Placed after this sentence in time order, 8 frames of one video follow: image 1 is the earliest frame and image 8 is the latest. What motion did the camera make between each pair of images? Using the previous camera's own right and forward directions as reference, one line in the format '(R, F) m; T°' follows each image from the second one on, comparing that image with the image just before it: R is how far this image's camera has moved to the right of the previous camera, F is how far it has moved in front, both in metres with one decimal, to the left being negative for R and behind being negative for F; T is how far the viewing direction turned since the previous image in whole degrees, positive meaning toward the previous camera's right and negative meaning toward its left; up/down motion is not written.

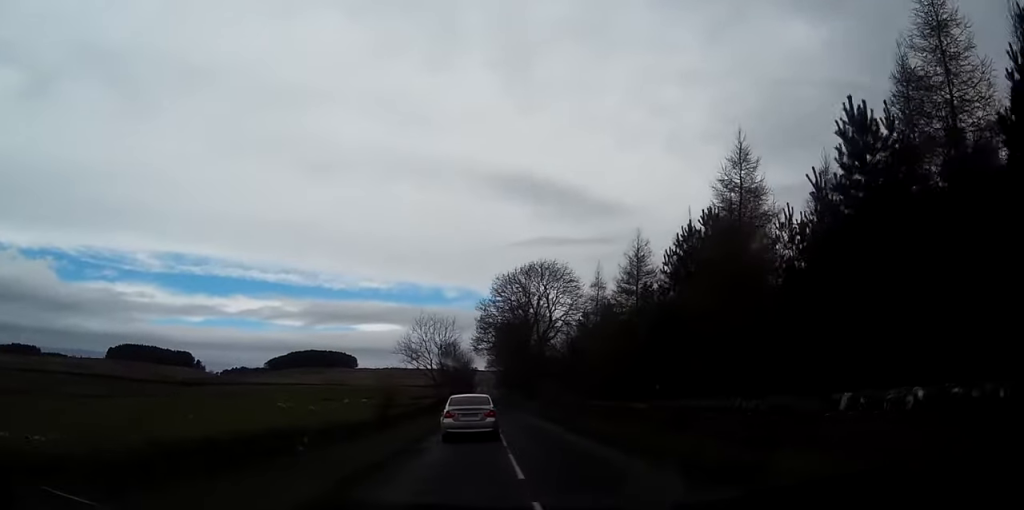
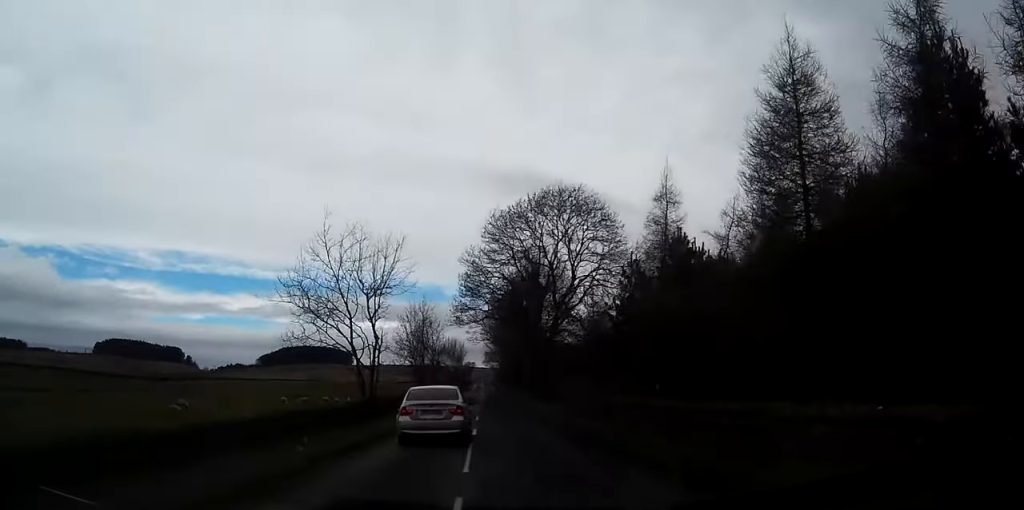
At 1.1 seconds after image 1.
(0.0, +26.0) m; -1°
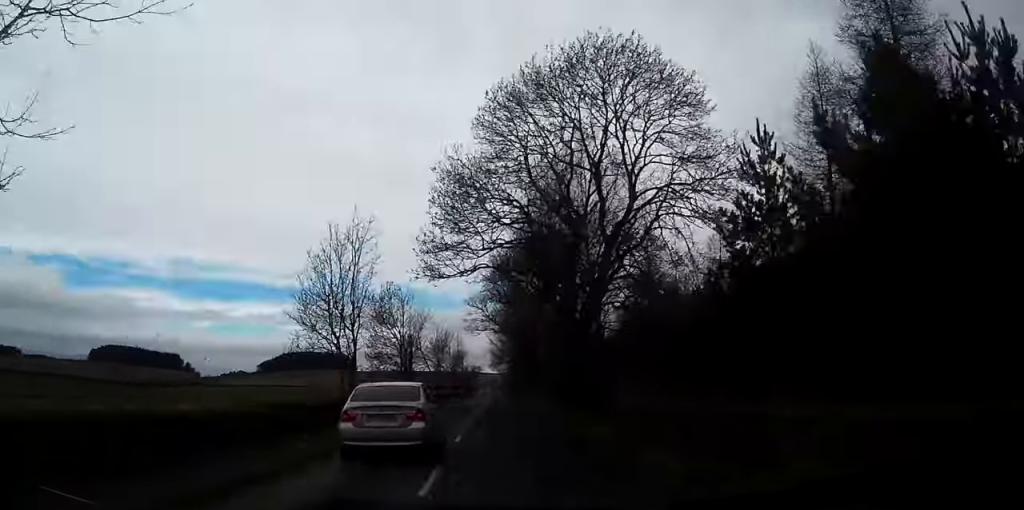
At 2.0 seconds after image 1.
(-0.1, +21.4) m; -1°
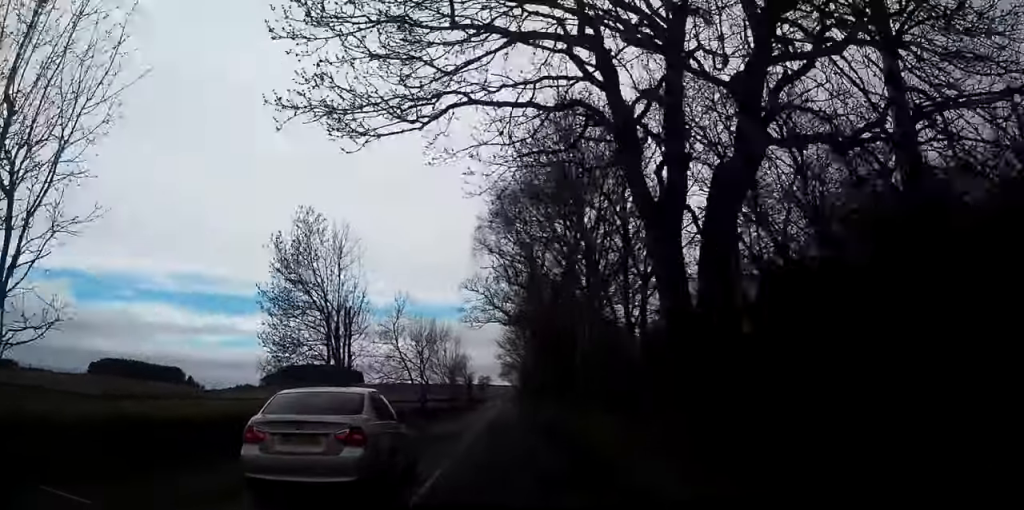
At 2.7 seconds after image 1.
(-0.1, +17.2) m; 0°
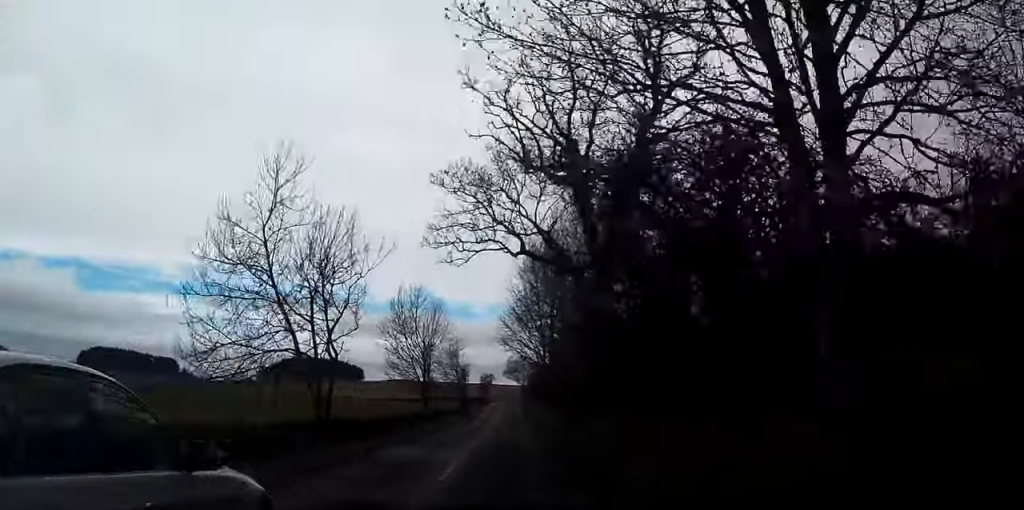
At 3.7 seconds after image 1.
(-0.1, +24.2) m; 0°
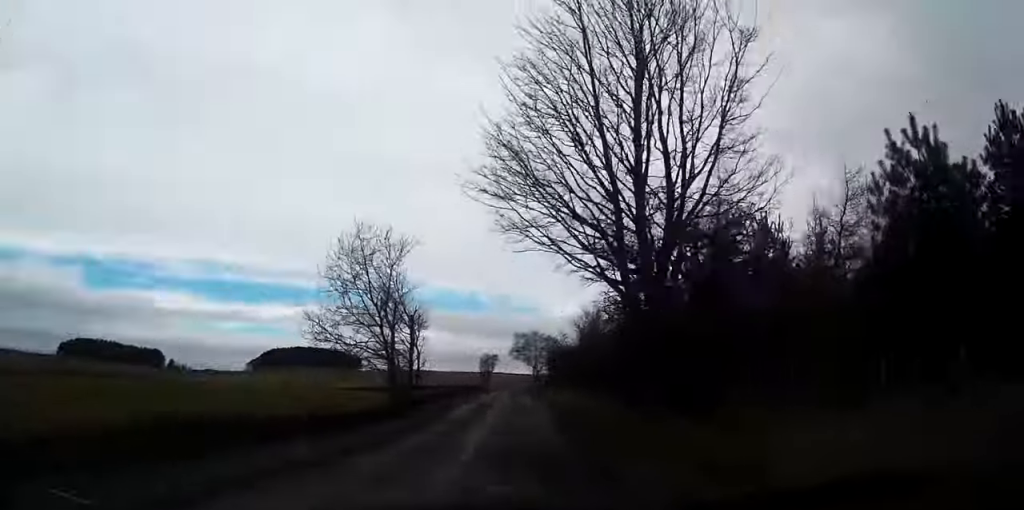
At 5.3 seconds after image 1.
(-0.2, +40.4) m; -1°
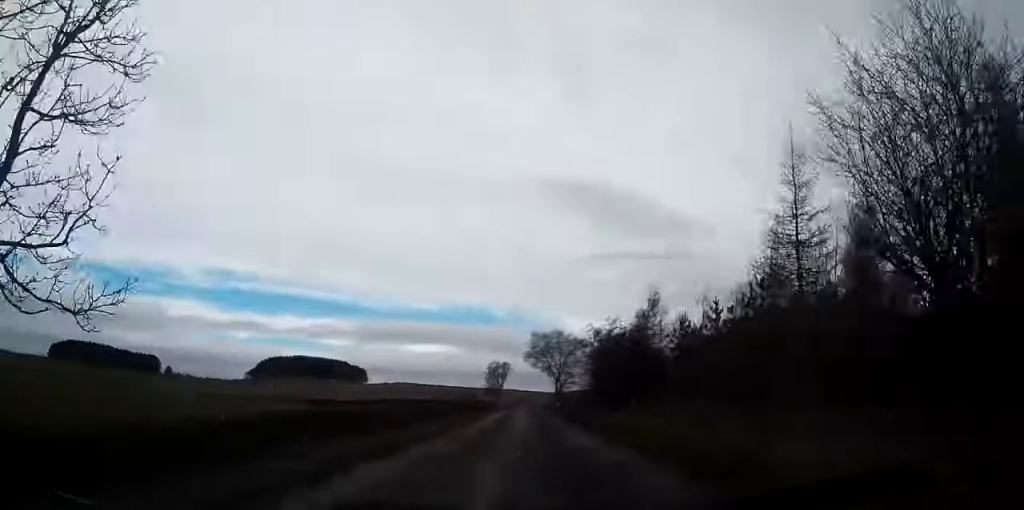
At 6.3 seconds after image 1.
(-0.4, +27.9) m; -1°
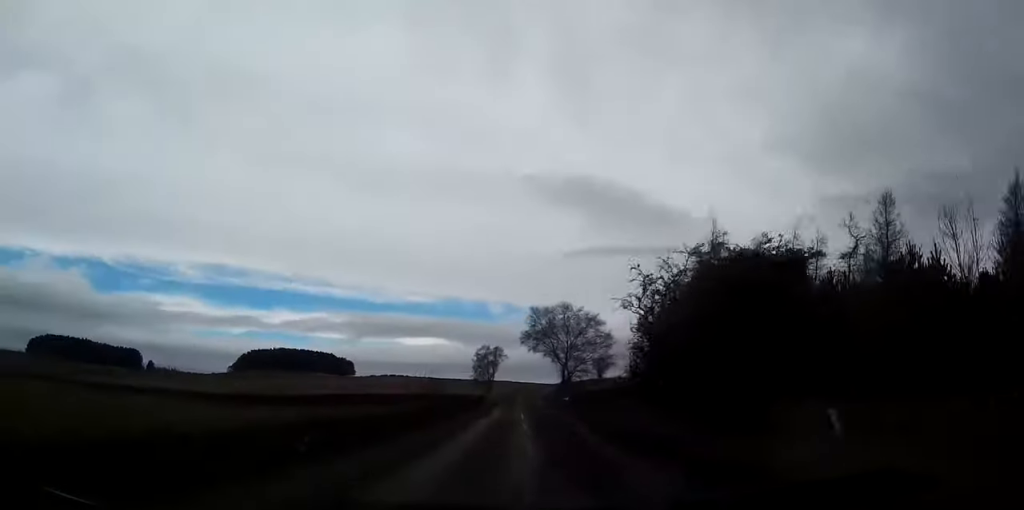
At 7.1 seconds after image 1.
(-0.1, +21.0) m; 0°
